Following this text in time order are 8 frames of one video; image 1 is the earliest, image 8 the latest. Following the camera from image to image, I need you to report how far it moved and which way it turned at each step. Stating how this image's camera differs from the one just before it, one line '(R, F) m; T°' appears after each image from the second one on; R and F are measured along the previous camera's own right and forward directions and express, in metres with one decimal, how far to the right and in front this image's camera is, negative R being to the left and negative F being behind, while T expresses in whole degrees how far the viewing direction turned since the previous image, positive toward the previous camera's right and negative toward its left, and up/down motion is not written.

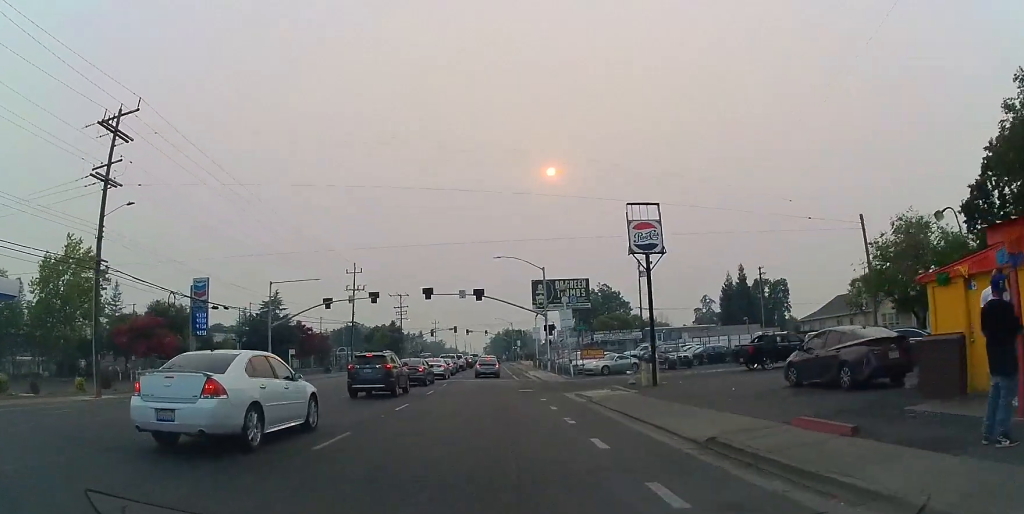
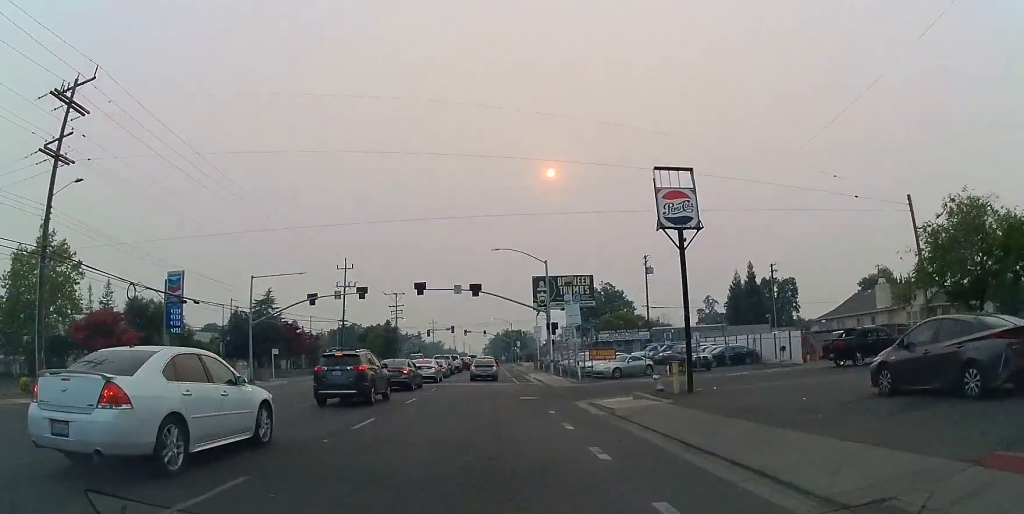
(+0.1, +4.3) m; +1°
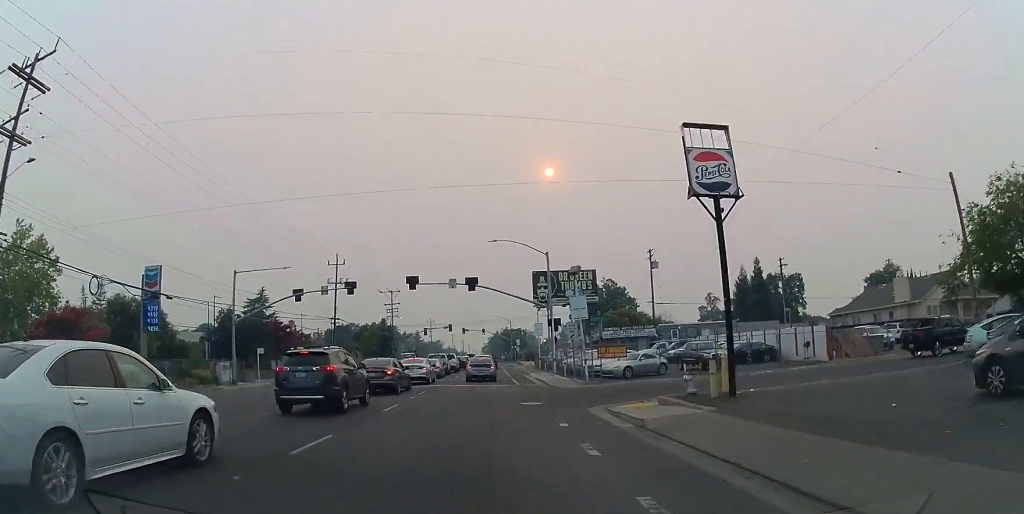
(+0.2, +3.4) m; 0°
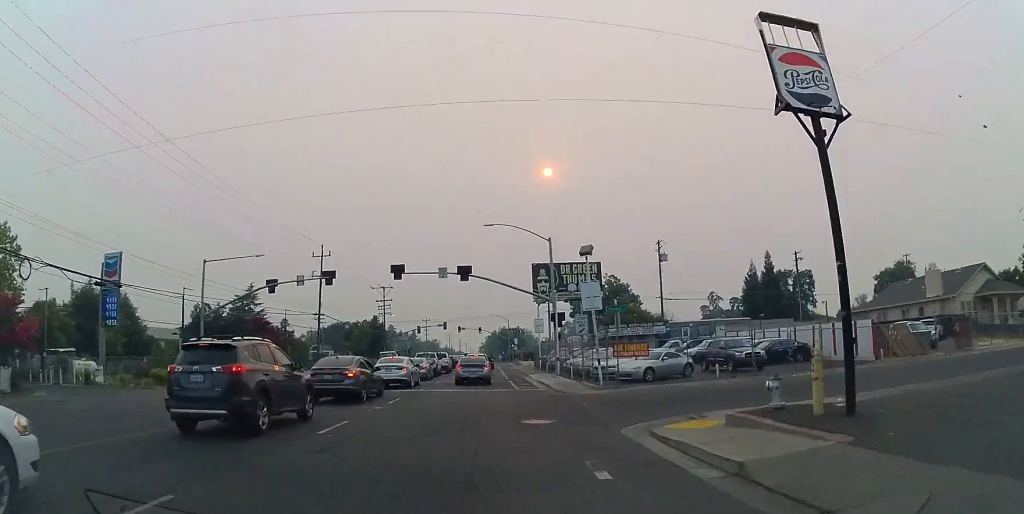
(-0.1, +5.5) m; -1°
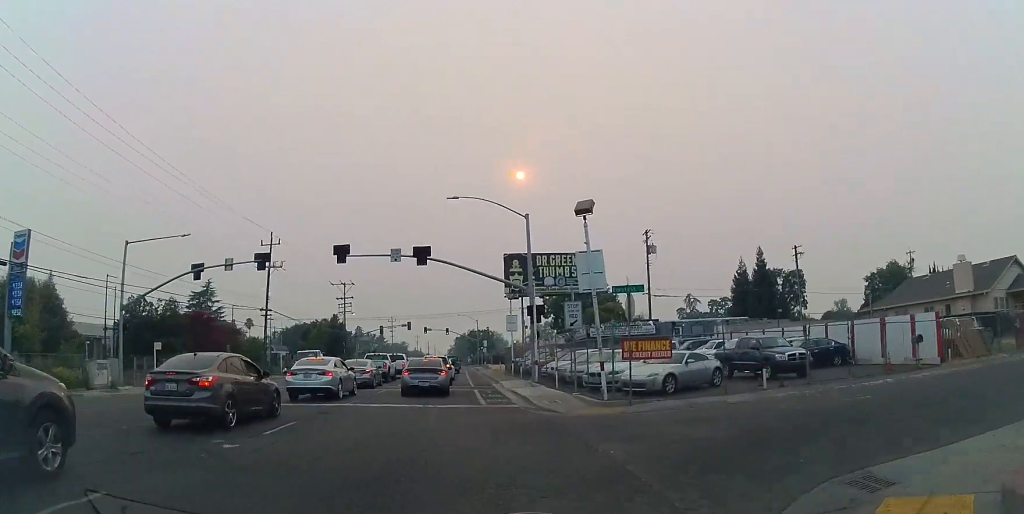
(-0.3, +8.4) m; +5°
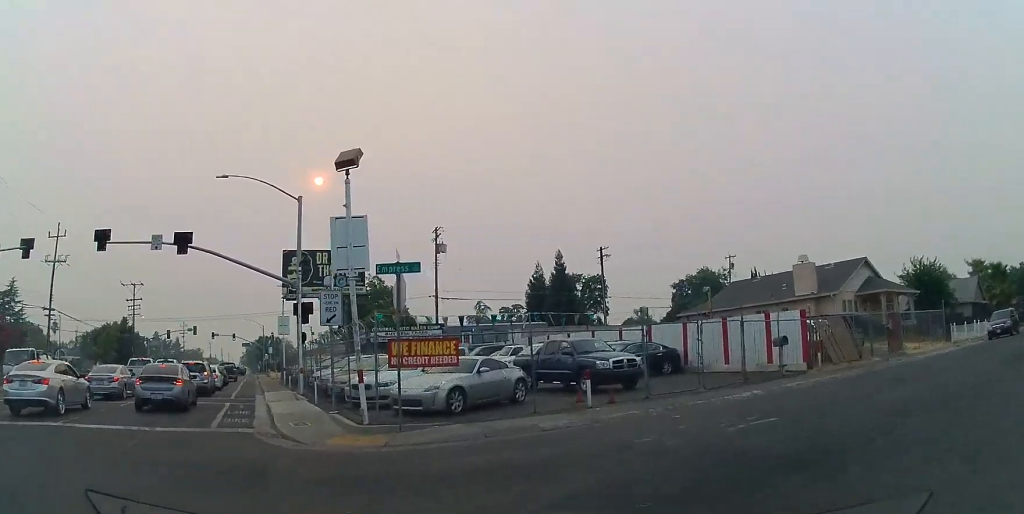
(+0.9, +5.7) m; +28°
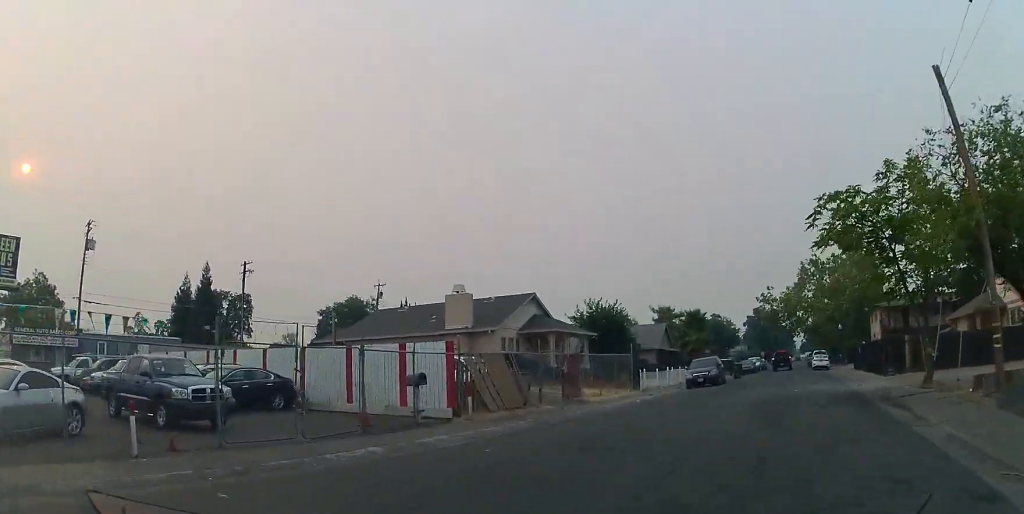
(+1.7, +4.5) m; +37°
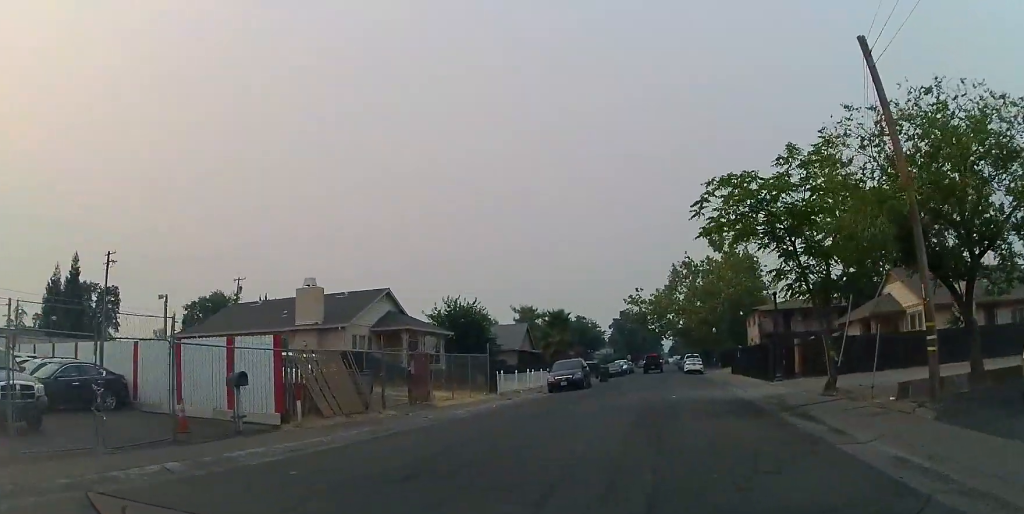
(+0.4, +2.1) m; +12°
